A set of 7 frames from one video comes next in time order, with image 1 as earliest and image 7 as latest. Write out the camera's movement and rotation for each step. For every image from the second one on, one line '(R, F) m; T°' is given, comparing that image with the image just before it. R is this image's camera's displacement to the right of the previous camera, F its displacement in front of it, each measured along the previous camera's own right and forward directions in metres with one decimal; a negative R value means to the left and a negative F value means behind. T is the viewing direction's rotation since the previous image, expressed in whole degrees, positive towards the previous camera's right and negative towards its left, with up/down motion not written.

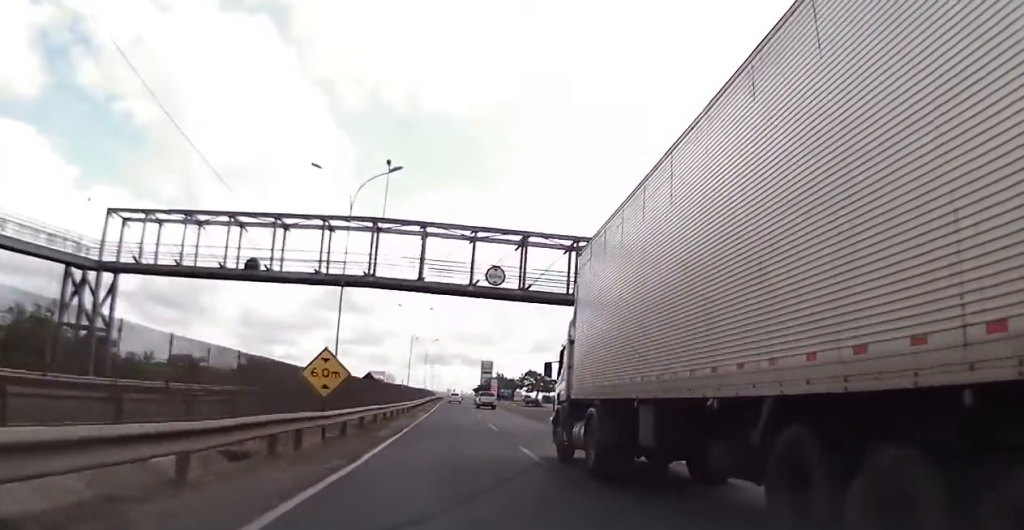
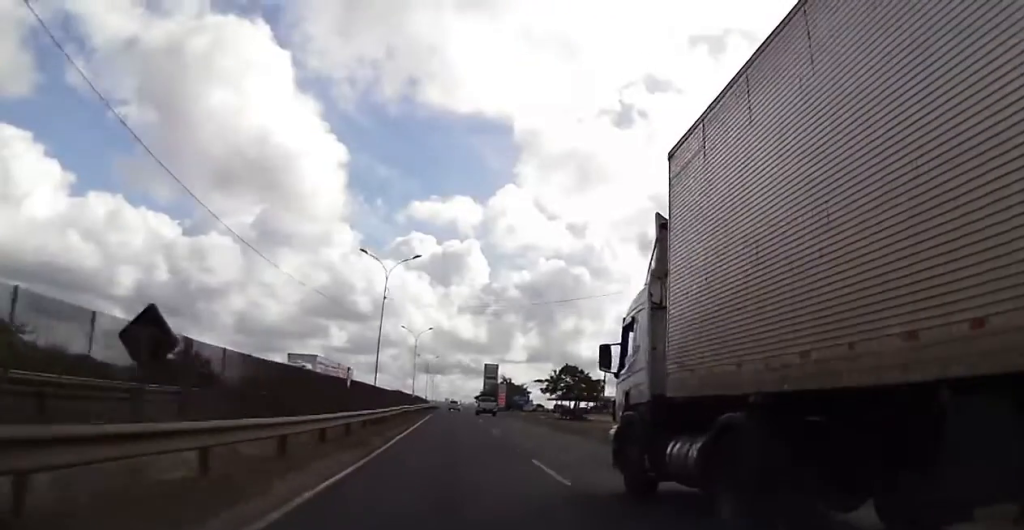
(-0.5, +34.1) m; 0°
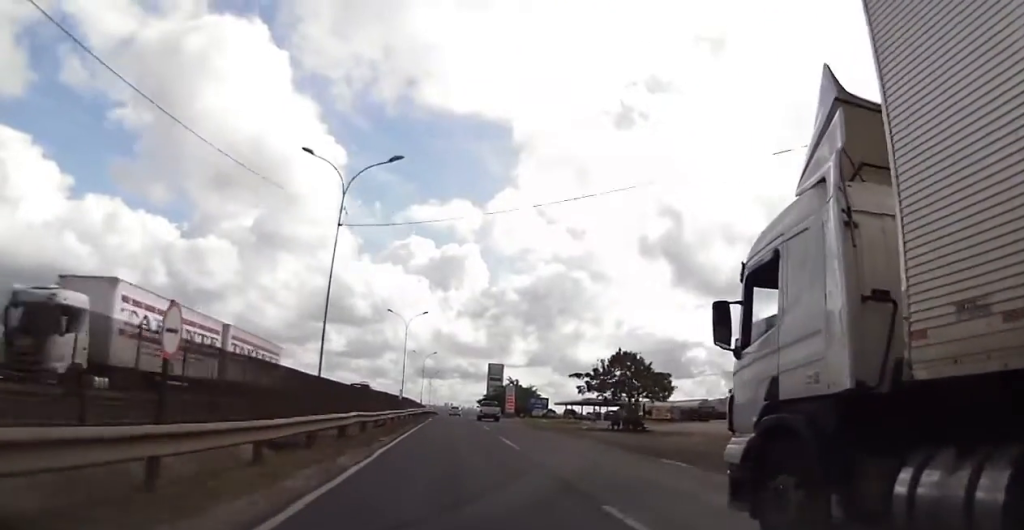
(+0.4, +21.2) m; 0°
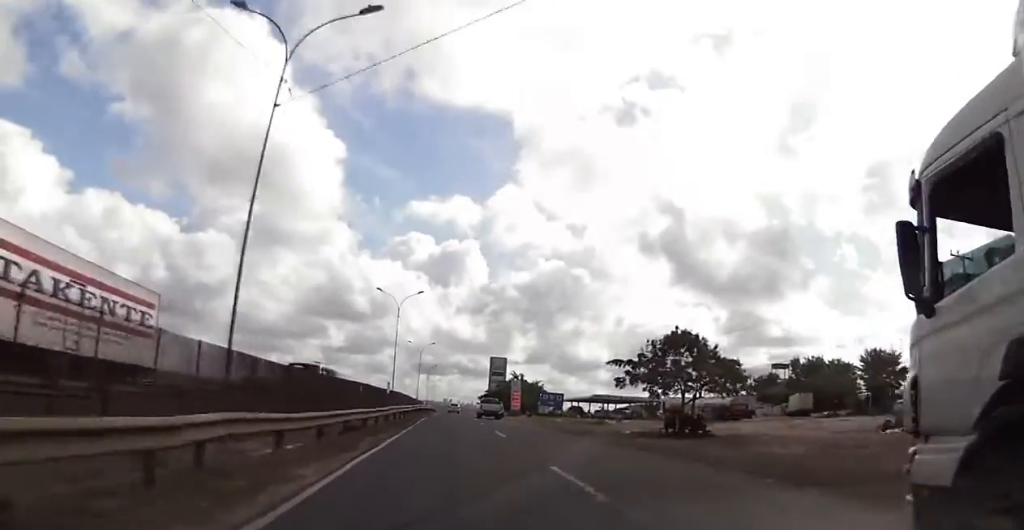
(-0.1, +11.9) m; 0°
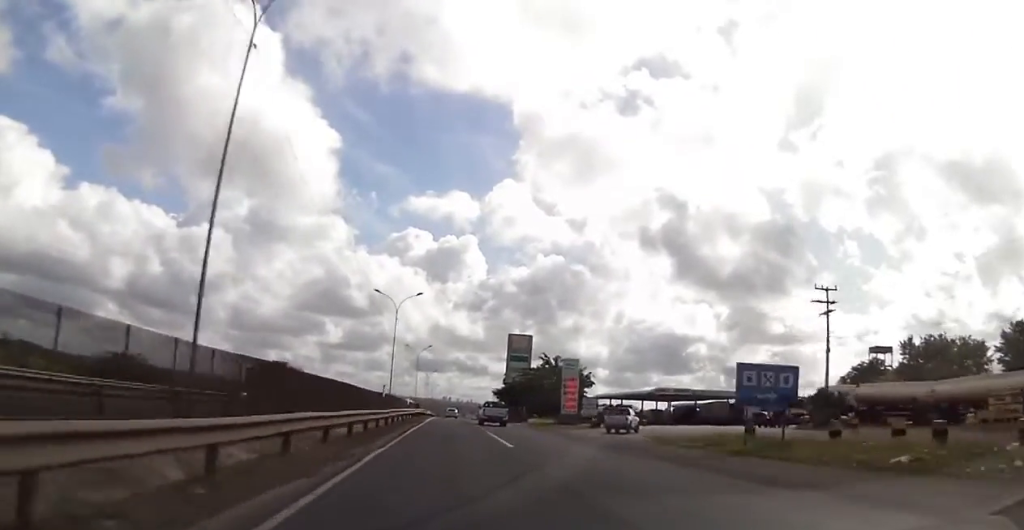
(+0.3, +51.6) m; +1°
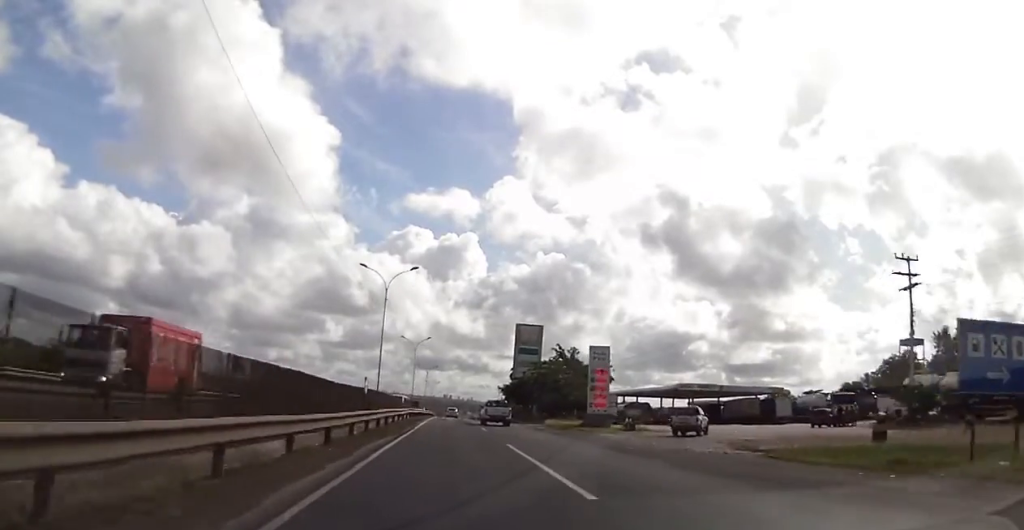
(+0.3, +11.7) m; 0°
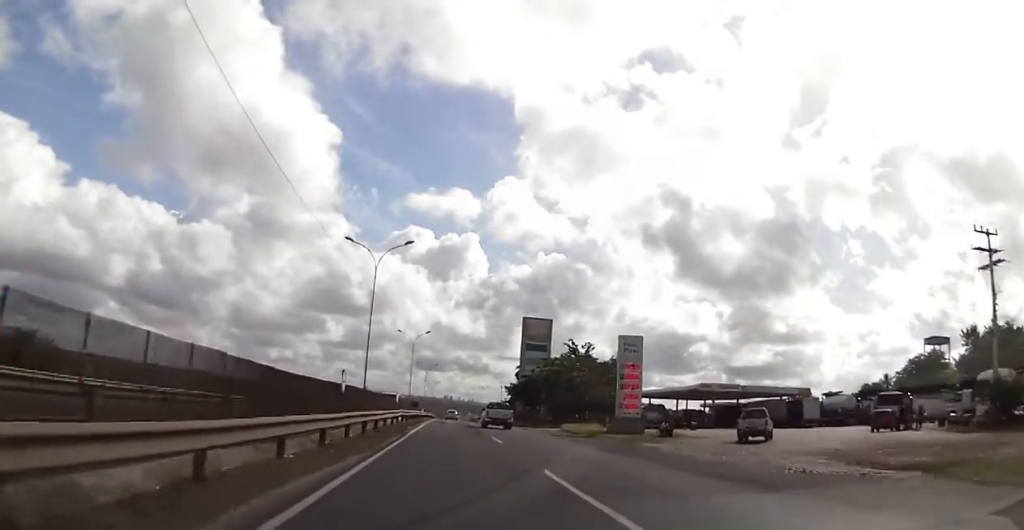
(-0.1, +8.7) m; -1°
